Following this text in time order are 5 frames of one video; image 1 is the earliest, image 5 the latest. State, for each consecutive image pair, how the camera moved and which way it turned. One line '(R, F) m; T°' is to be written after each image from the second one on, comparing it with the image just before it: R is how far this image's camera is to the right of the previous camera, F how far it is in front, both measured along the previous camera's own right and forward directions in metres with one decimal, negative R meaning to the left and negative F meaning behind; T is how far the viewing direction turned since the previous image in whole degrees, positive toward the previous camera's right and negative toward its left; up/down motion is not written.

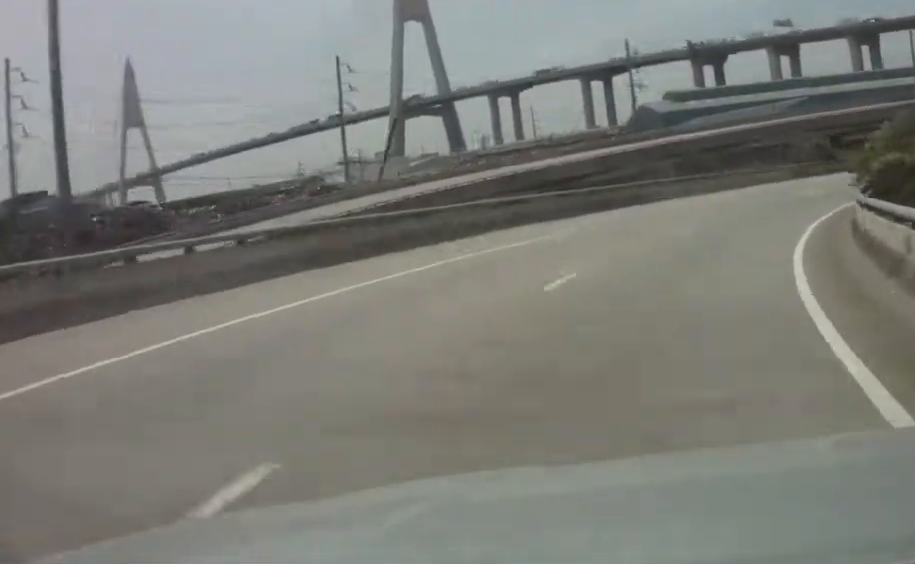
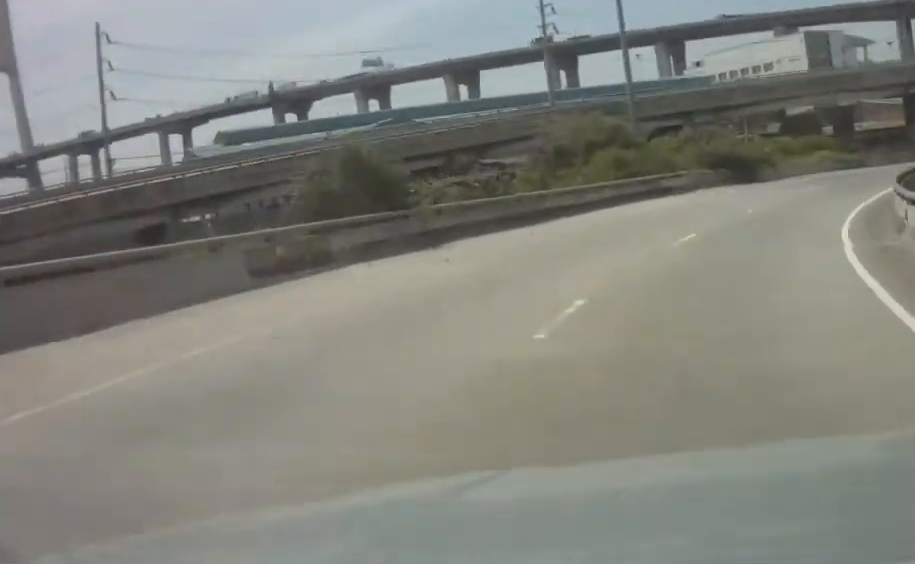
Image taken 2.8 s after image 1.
(+9.4, +50.3) m; +21°
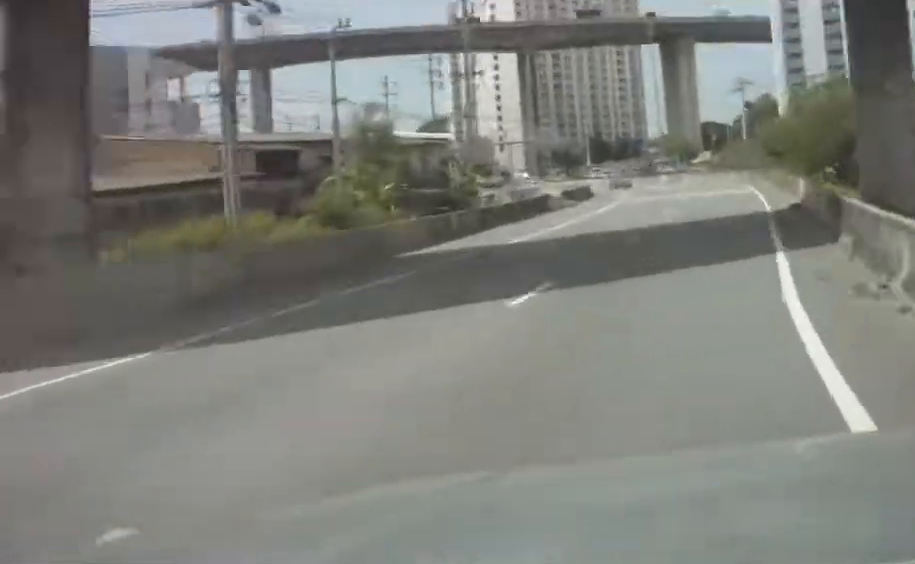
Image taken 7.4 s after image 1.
(+22.0, +76.3) m; +24°
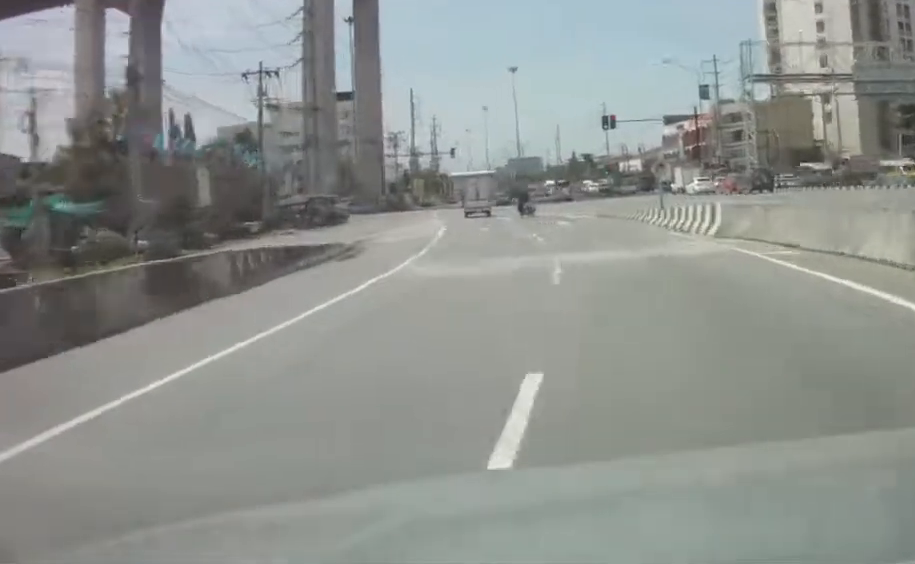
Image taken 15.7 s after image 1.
(-14.9, +134.3) m; -23°
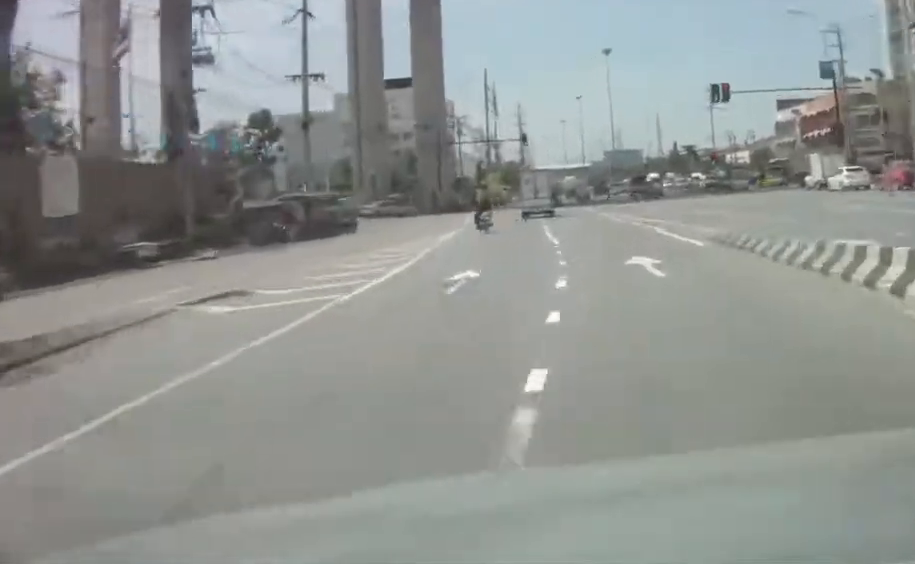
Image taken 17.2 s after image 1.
(-0.9, +22.2) m; -2°
